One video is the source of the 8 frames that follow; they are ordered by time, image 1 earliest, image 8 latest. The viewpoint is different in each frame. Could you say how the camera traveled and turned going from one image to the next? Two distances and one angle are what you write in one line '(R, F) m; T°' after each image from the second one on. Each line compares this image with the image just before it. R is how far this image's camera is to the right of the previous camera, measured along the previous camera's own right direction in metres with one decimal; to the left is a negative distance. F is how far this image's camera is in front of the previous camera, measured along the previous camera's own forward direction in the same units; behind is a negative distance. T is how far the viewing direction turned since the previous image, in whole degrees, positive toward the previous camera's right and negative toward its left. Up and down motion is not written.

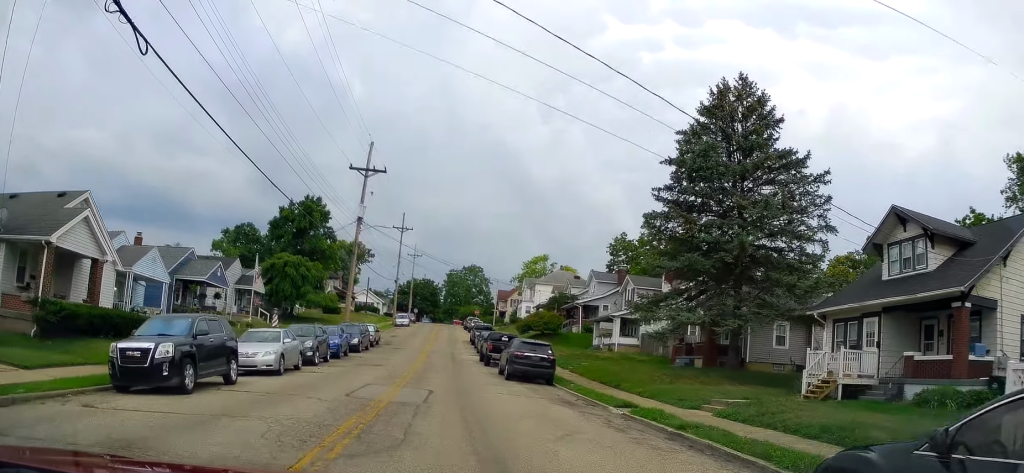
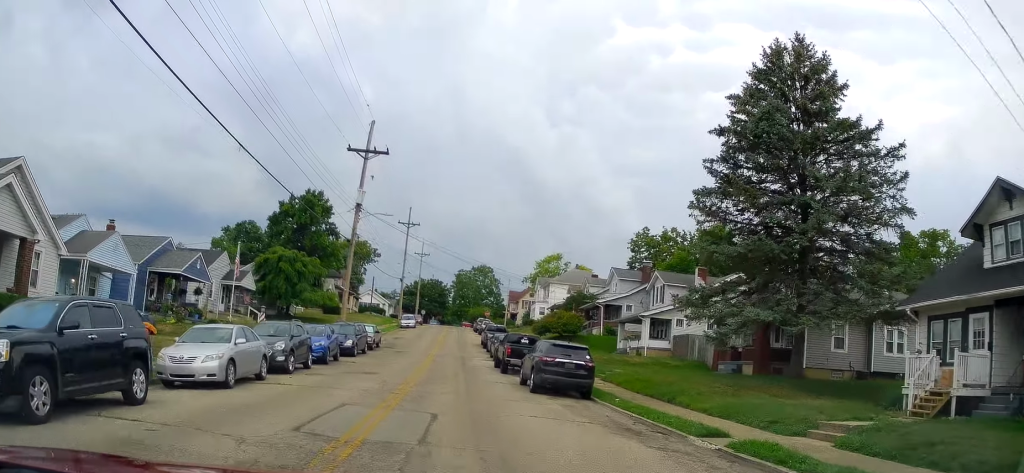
(+0.1, +5.2) m; -1°
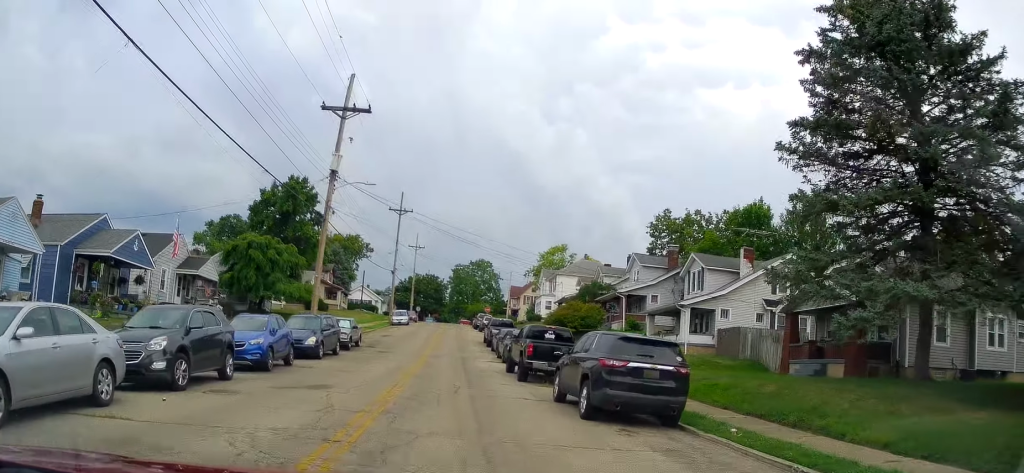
(-0.1, +7.9) m; 0°
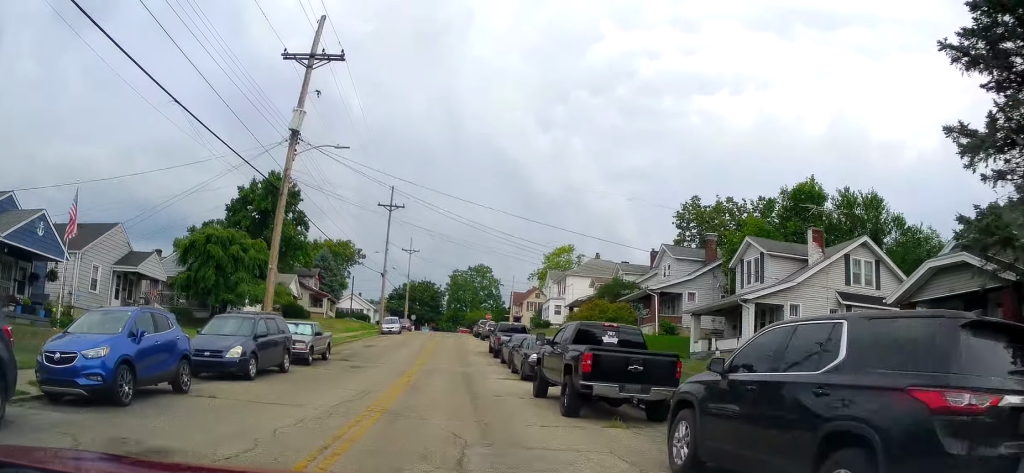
(0.0, +8.2) m; 0°
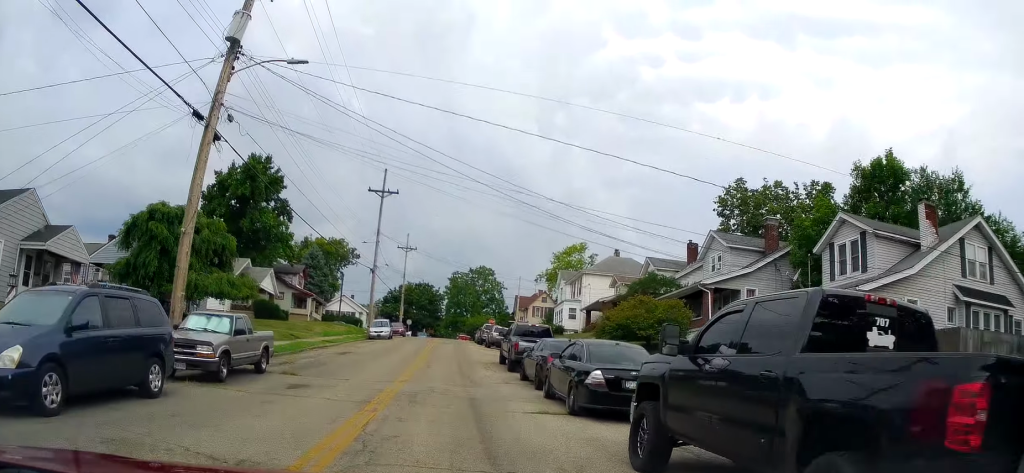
(0.0, +8.6) m; -2°
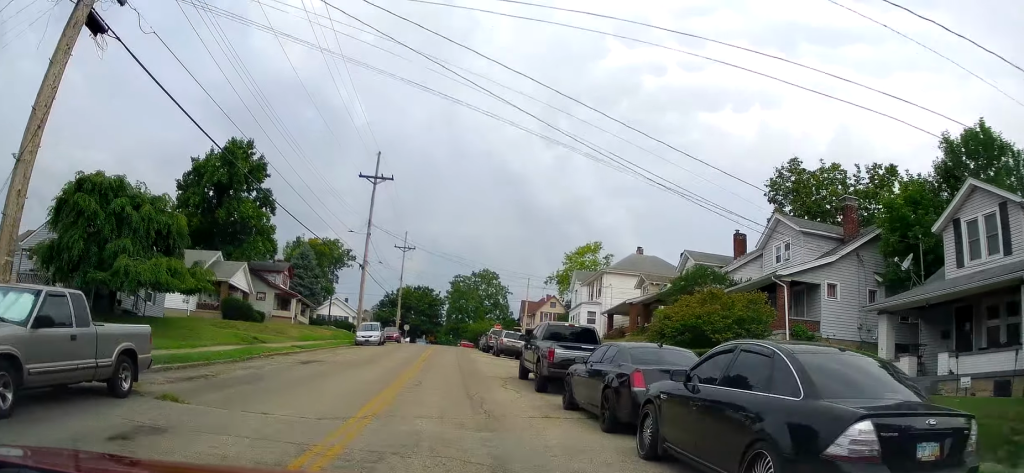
(-0.2, +7.7) m; -1°
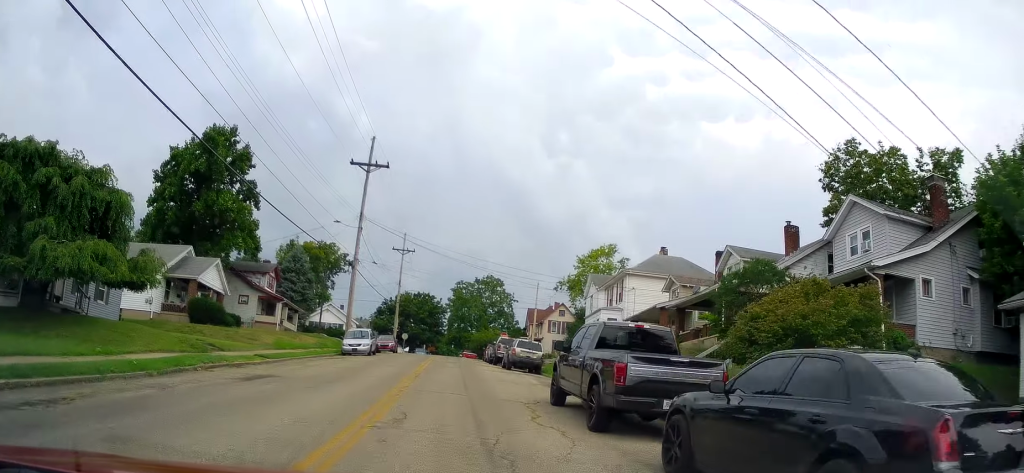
(-0.1, +6.3) m; +2°
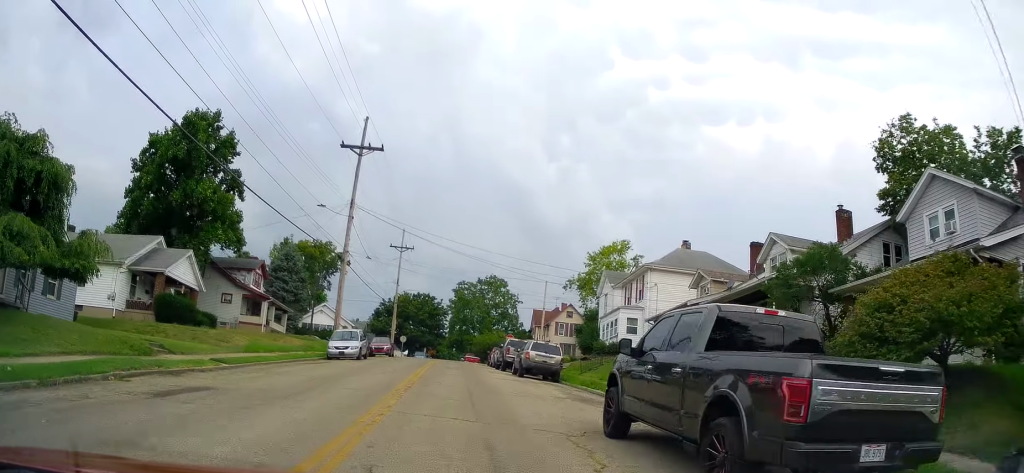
(+0.3, +5.1) m; 0°
